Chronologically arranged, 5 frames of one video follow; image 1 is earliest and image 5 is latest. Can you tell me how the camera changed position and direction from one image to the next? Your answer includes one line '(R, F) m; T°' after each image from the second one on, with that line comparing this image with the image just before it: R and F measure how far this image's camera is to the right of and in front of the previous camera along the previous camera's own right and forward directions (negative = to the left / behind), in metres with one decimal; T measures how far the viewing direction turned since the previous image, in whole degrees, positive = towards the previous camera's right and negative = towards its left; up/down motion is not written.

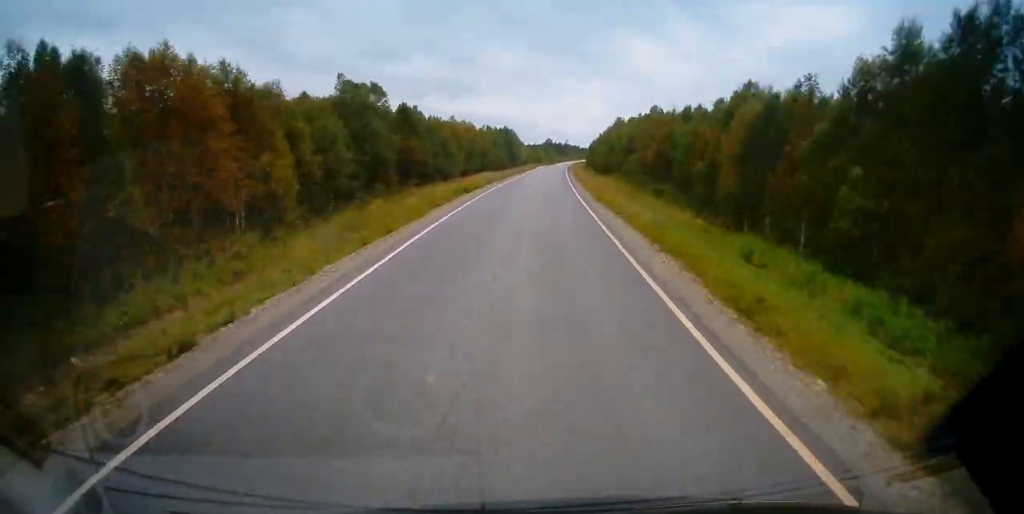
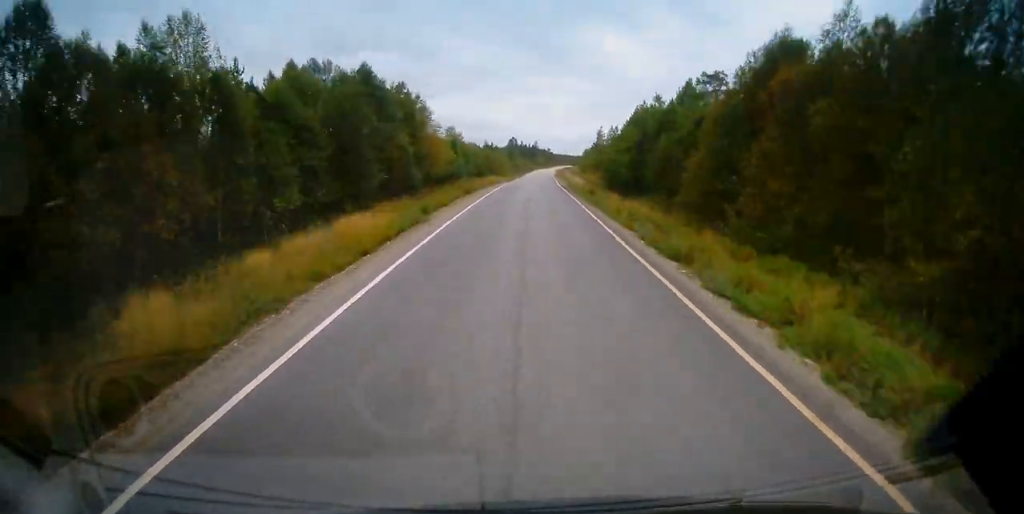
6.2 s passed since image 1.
(+2.4, +95.8) m; +3°
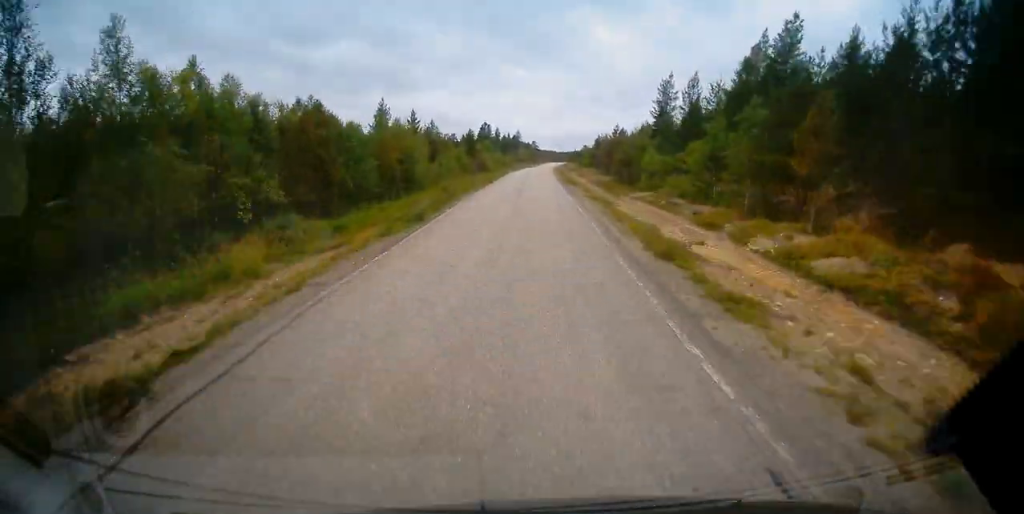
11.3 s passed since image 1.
(+1.0, +79.5) m; +1°
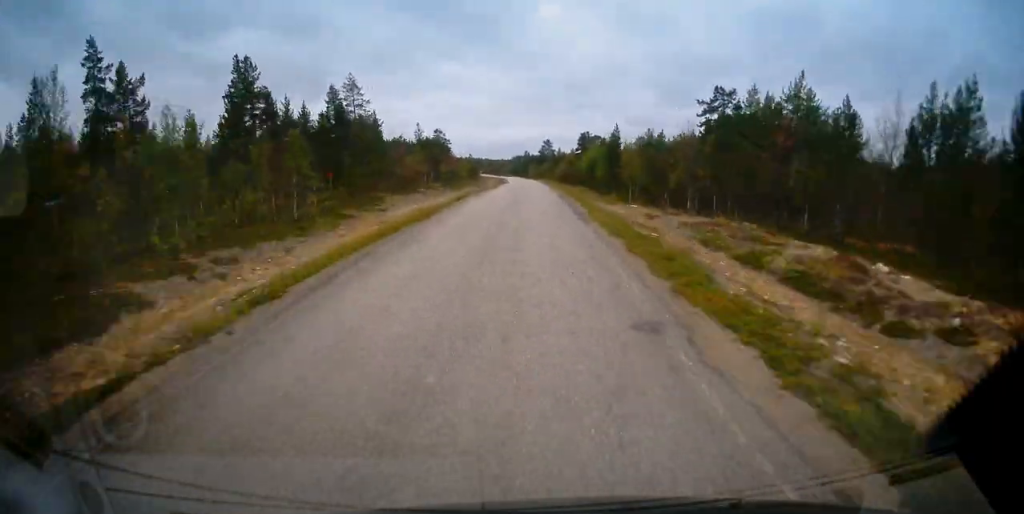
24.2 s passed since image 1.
(+9.3, +202.6) m; +5°
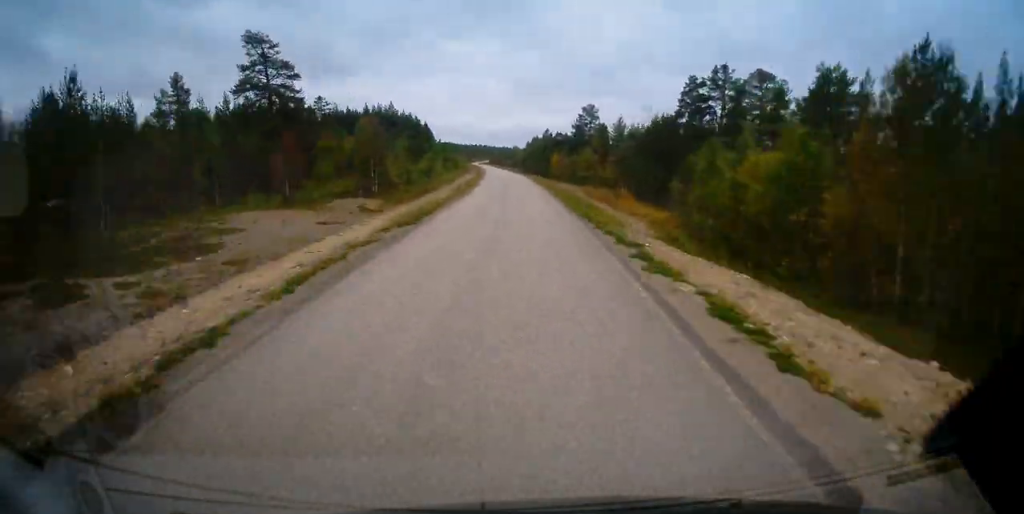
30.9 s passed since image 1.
(-1.6, +106.6) m; -3°
